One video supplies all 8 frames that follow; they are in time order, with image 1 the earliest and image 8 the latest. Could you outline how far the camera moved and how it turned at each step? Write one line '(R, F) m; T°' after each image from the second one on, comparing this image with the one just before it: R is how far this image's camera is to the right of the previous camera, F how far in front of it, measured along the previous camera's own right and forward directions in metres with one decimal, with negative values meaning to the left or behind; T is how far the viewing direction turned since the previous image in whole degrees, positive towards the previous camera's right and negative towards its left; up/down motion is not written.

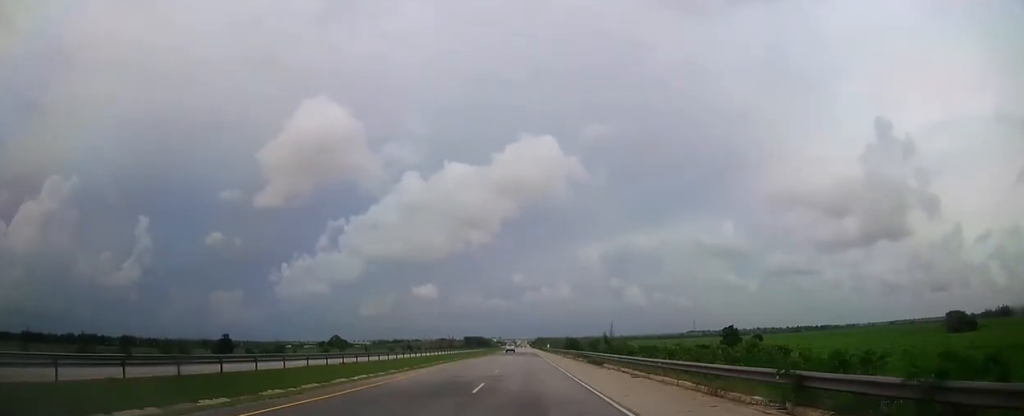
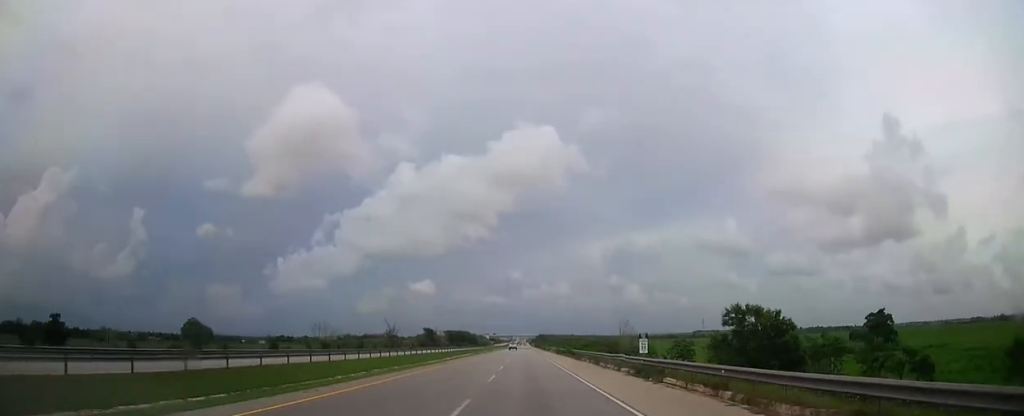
(0.0, +128.3) m; 0°
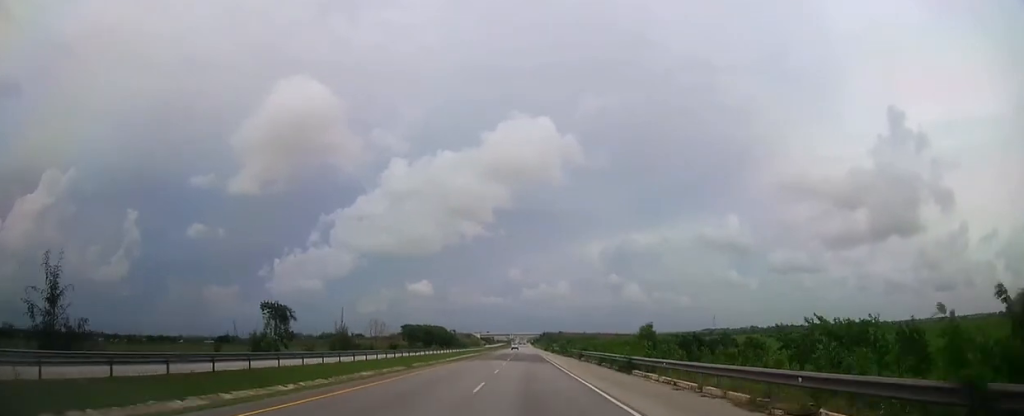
(0.0, +126.2) m; 0°
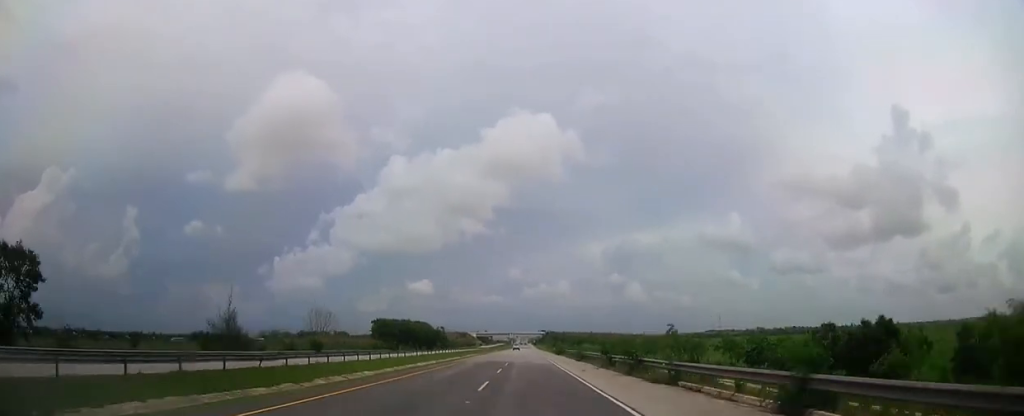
(0.0, +48.0) m; 0°
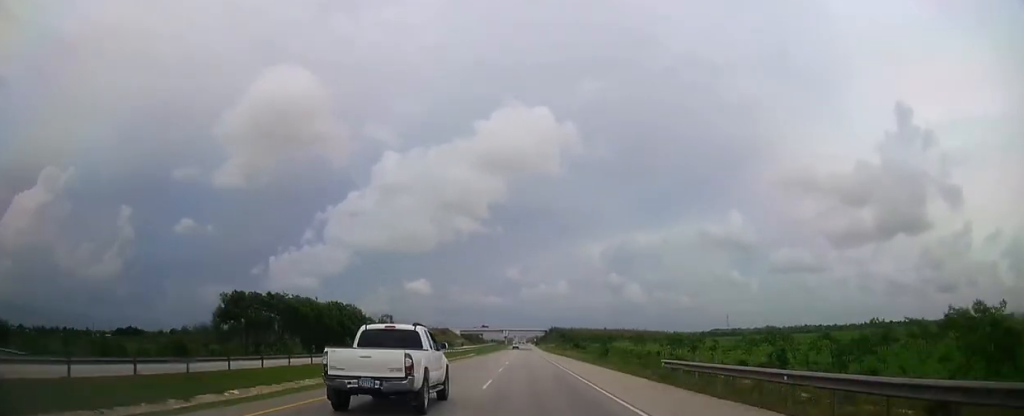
(+0.1, +95.9) m; 0°
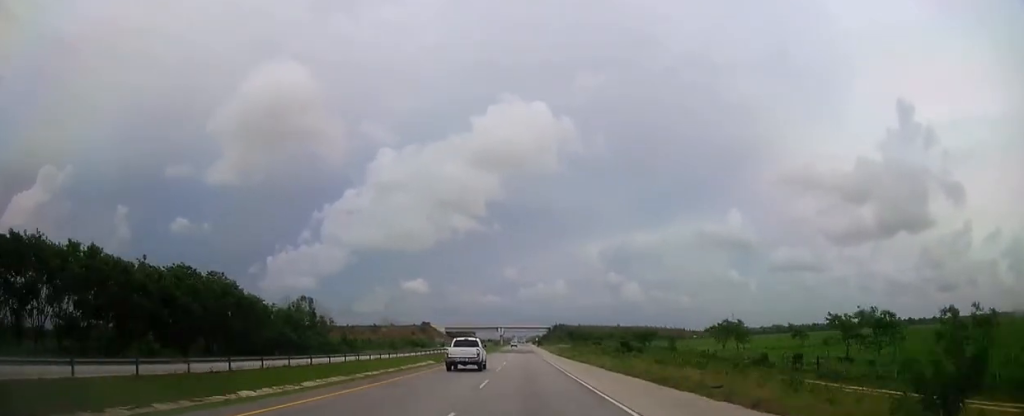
(+0.2, +61.5) m; 0°
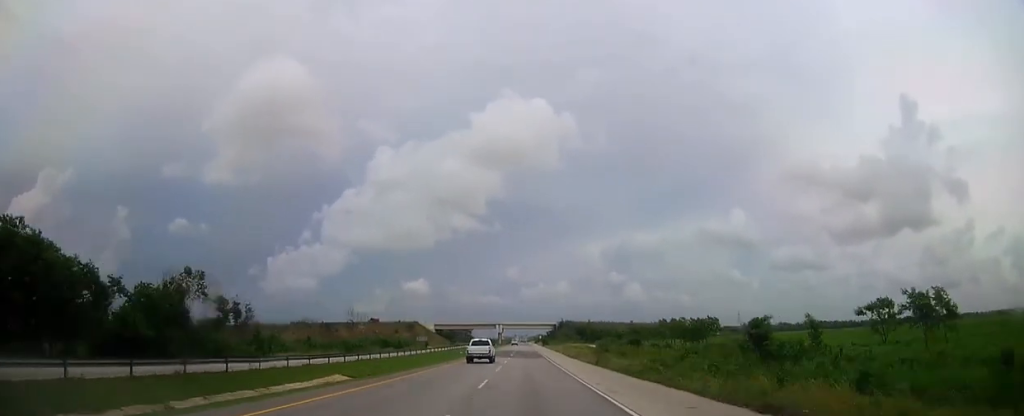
(+0.2, +35.8) m; 0°
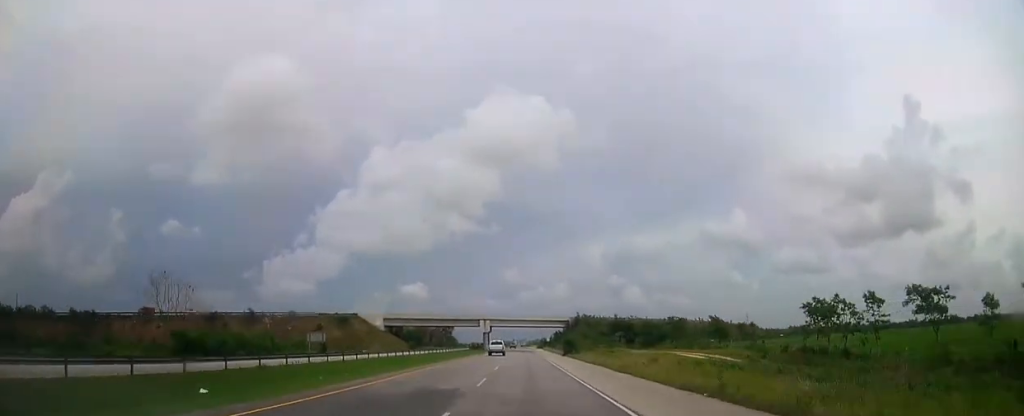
(-0.3, +84.3) m; 0°
